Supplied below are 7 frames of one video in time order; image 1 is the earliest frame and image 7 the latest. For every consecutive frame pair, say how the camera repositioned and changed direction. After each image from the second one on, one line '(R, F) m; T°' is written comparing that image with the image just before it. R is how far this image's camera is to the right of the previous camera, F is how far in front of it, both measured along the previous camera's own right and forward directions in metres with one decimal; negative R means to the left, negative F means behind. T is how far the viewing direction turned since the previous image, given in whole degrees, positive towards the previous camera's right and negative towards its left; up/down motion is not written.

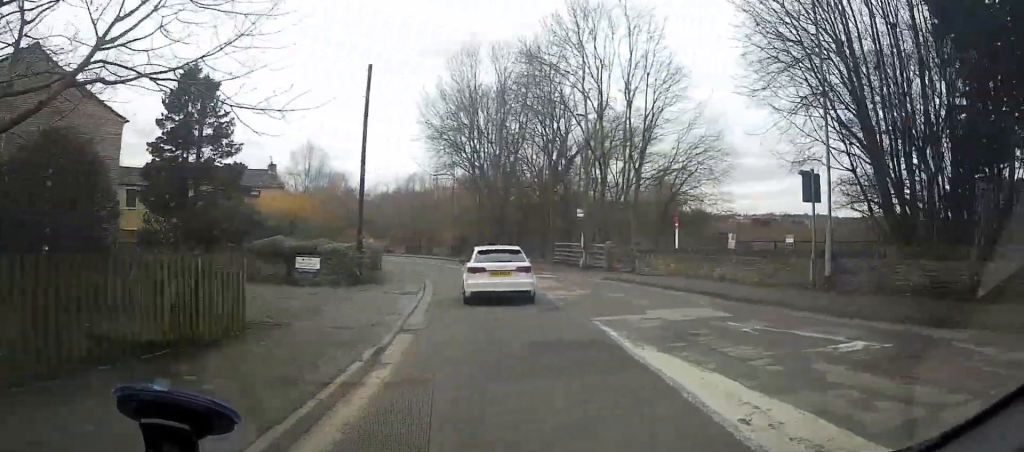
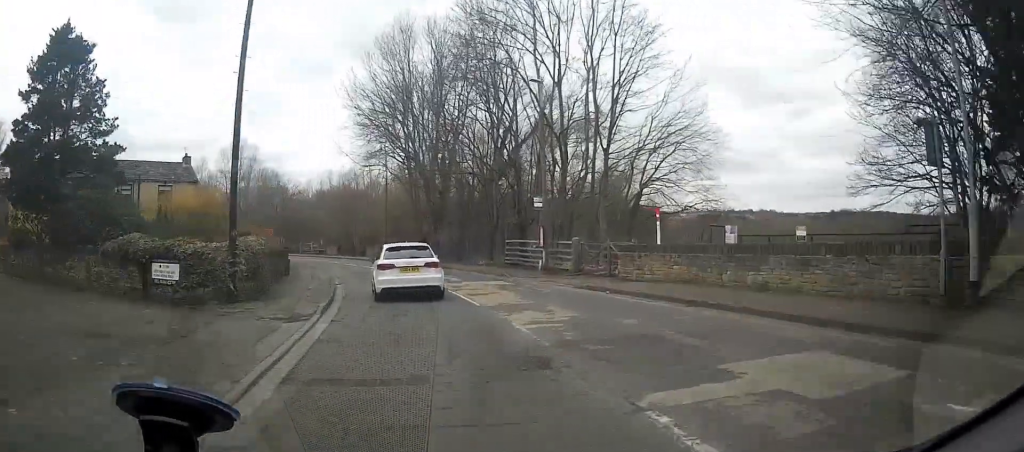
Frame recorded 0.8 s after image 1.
(+0.9, +6.0) m; +10°
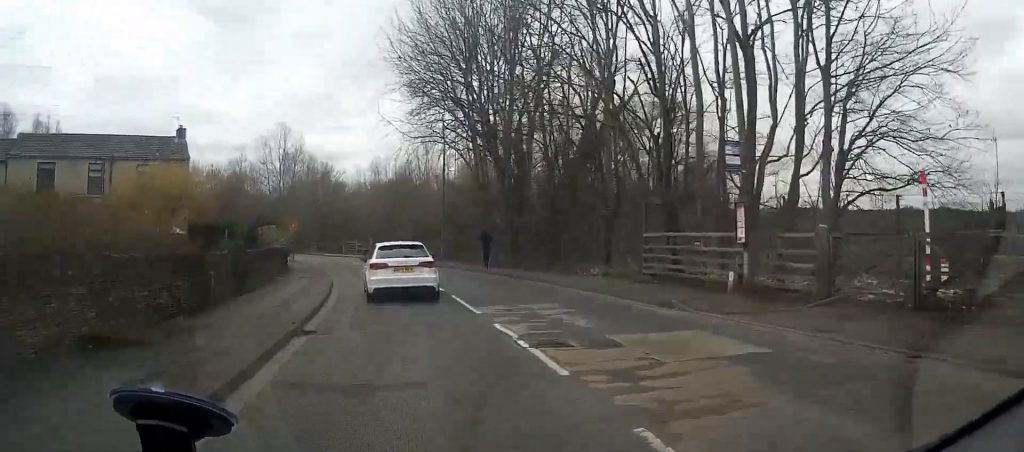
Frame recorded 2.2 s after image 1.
(+0.5, +13.6) m; +1°
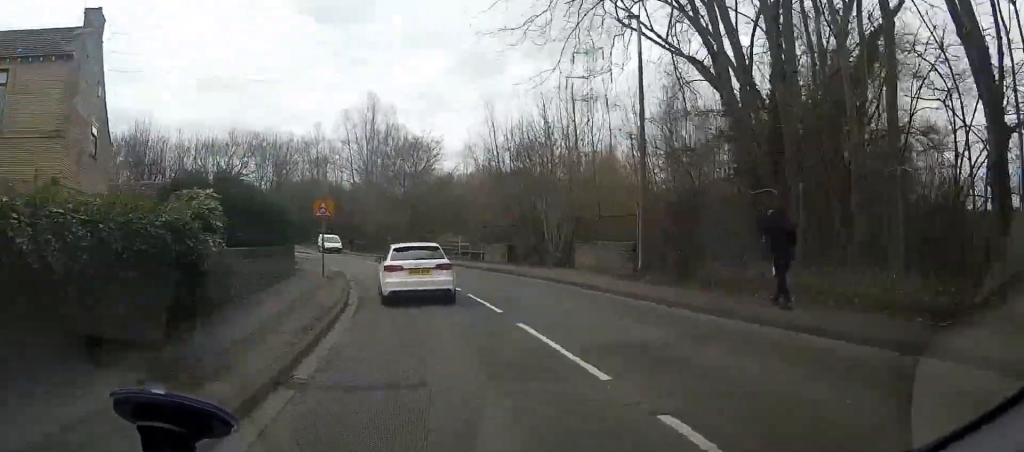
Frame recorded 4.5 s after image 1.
(-2.0, +24.2) m; -7°
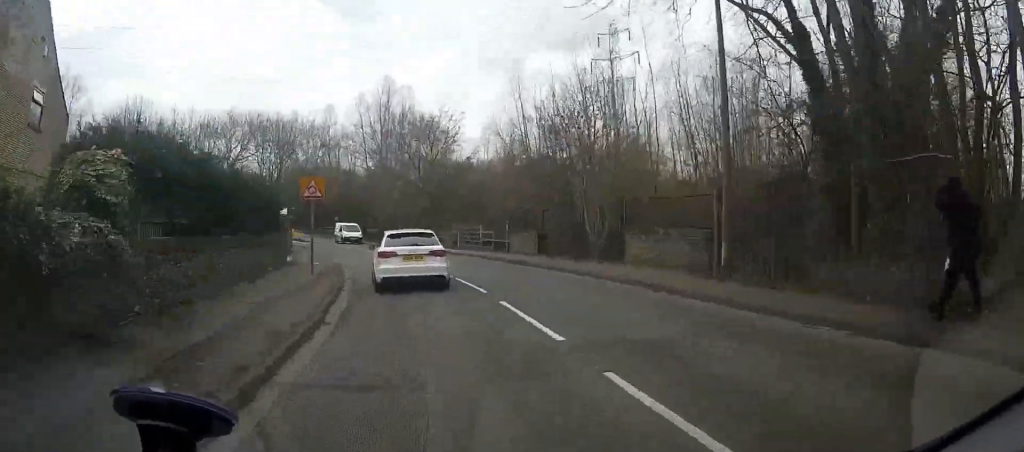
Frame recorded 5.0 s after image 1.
(+0.2, +4.9) m; +1°
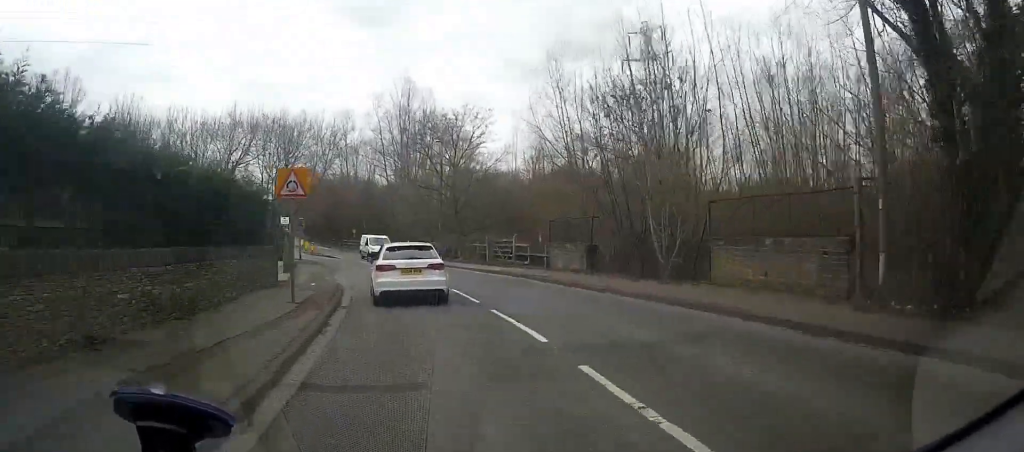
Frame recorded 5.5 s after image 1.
(+0.1, +5.2) m; 0°
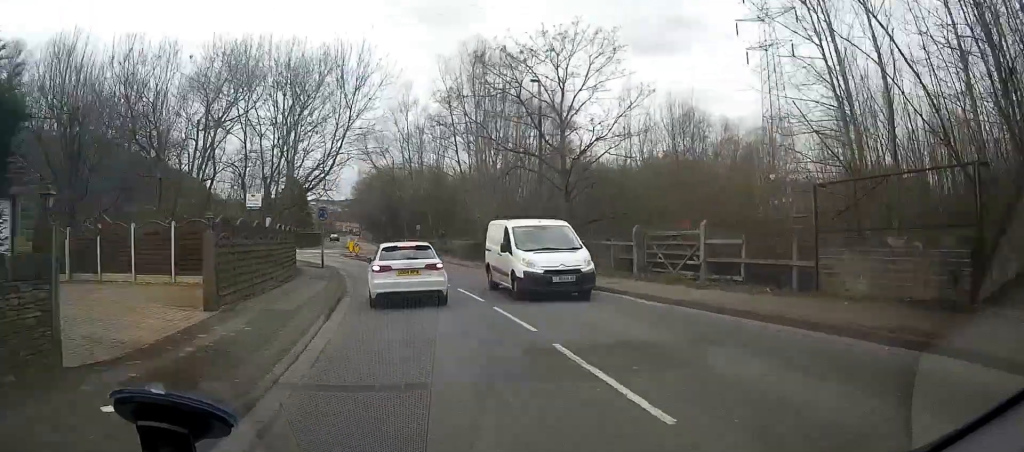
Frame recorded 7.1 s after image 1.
(-1.3, +16.4) m; -12°
